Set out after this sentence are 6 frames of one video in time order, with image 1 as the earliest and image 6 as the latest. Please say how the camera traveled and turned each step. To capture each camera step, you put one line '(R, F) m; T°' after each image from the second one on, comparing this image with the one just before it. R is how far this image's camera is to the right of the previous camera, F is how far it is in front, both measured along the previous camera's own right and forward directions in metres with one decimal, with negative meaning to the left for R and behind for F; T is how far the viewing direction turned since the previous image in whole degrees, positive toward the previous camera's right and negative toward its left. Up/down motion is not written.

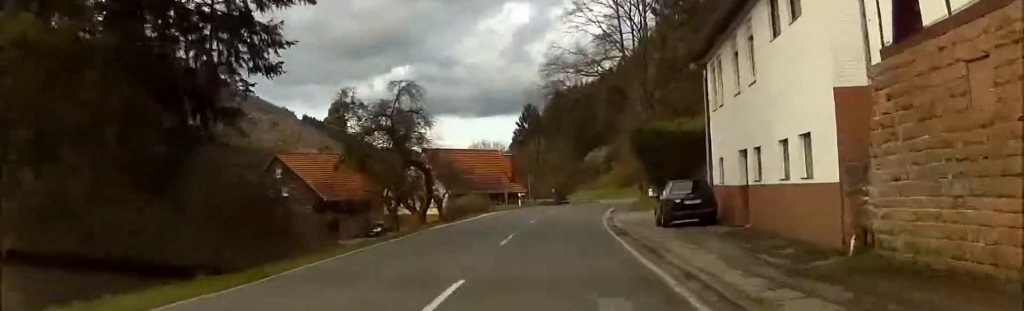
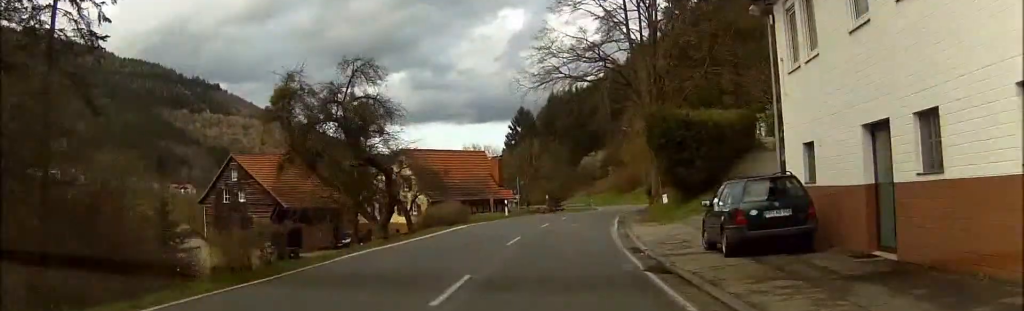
(0.0, +10.8) m; +11°
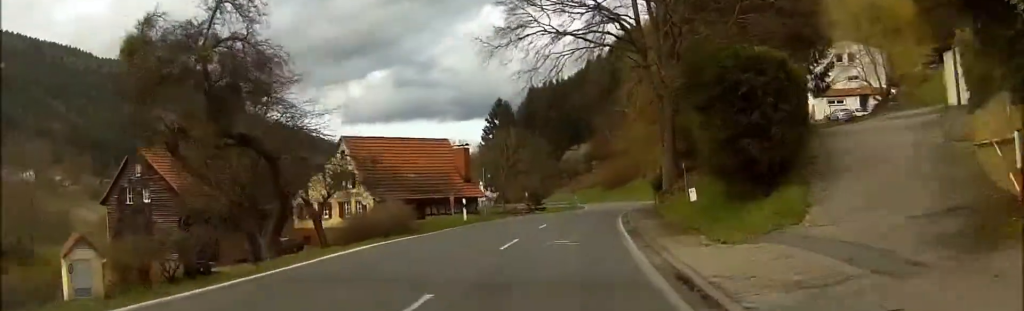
(+2.7, +12.0) m; +4°
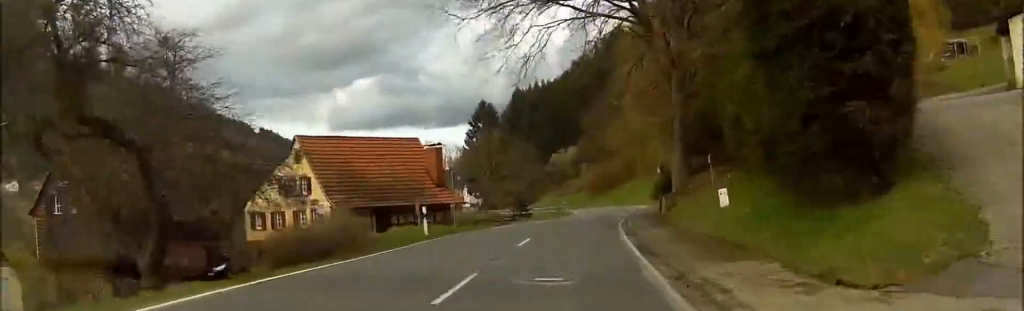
(+0.4, +7.0) m; -3°
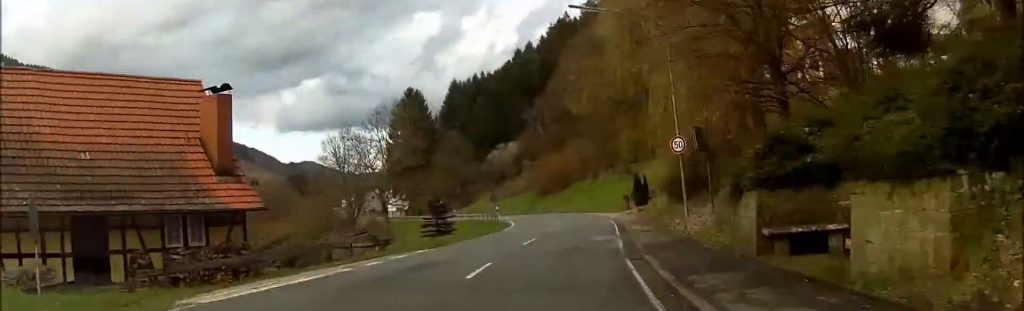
(-4.2, +30.4) m; +13°
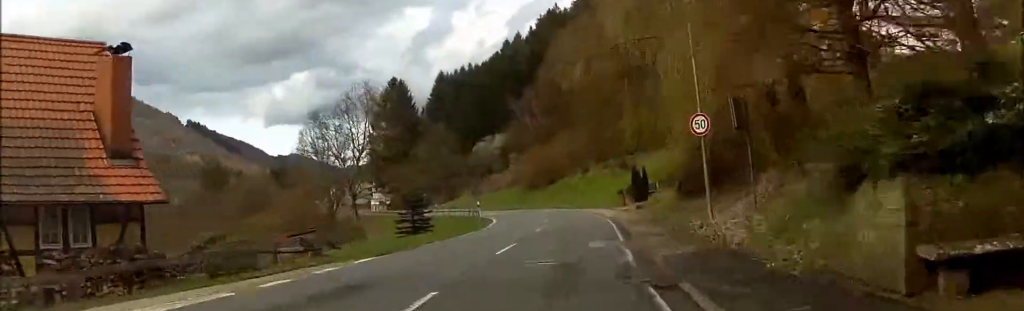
(+2.5, +5.5) m; +4°
